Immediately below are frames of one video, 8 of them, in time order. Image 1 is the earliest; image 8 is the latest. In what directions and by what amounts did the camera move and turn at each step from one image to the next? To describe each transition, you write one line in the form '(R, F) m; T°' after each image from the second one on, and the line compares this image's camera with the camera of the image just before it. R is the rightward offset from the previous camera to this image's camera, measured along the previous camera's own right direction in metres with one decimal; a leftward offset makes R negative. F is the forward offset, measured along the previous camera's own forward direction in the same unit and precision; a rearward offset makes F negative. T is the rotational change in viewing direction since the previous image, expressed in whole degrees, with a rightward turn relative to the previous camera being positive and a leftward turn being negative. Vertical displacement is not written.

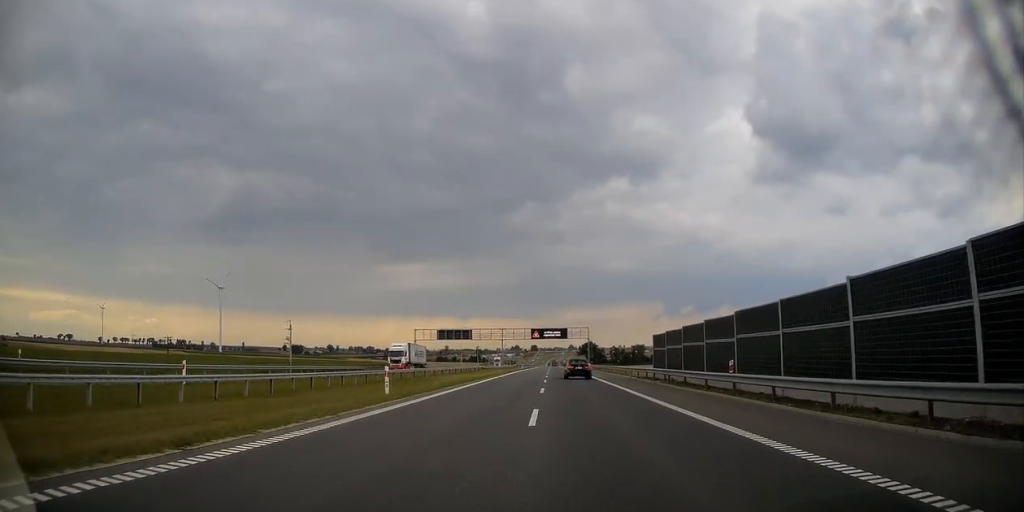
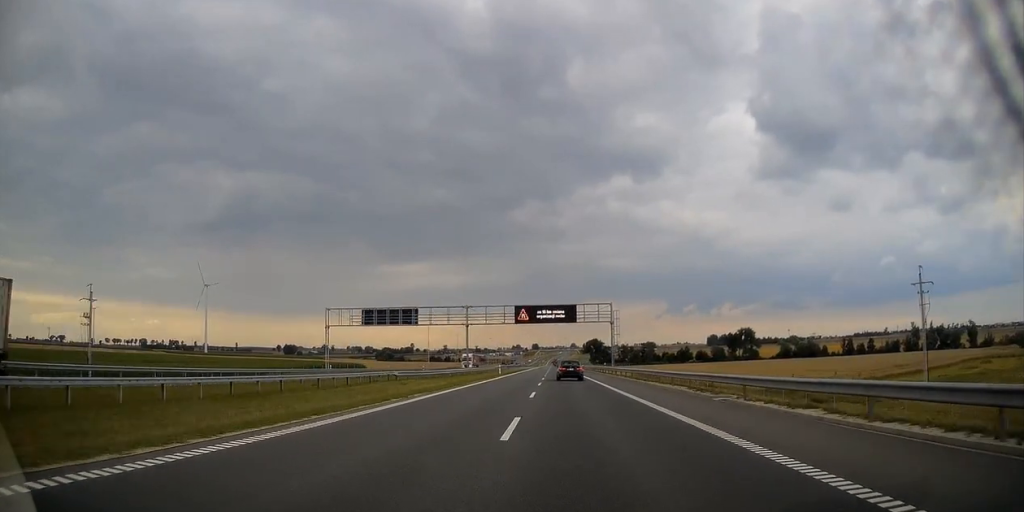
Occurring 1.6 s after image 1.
(-0.3, +50.5) m; 0°
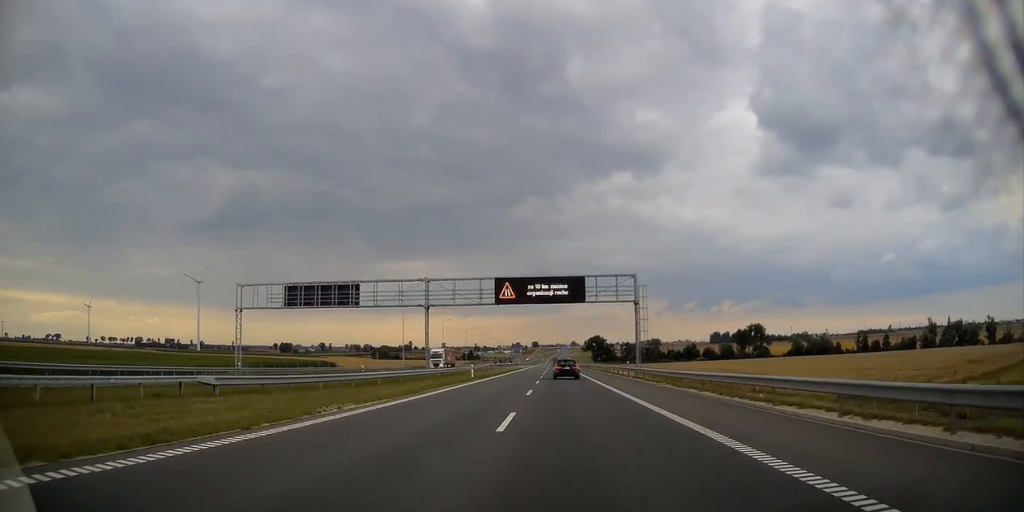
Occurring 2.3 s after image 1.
(0.0, +23.0) m; 0°
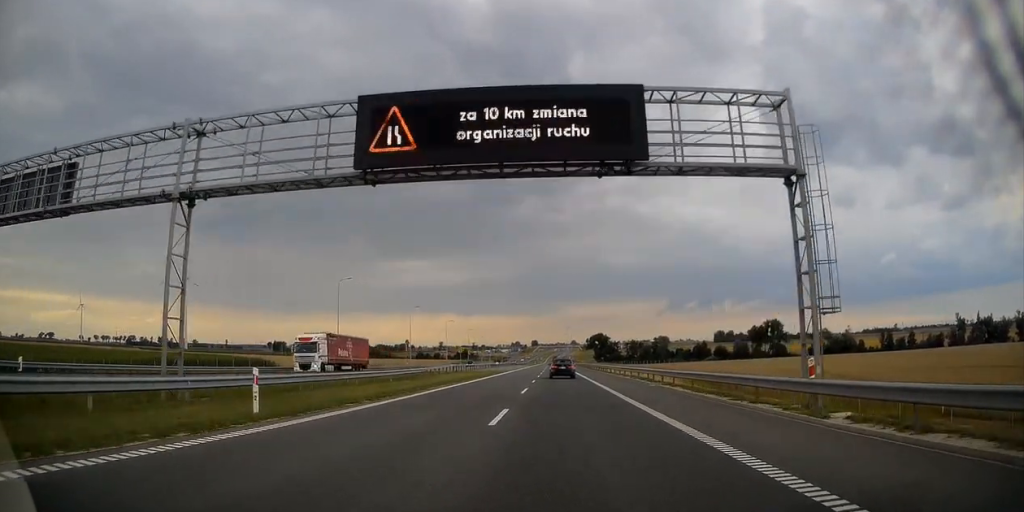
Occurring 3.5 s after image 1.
(0.0, +35.3) m; 0°
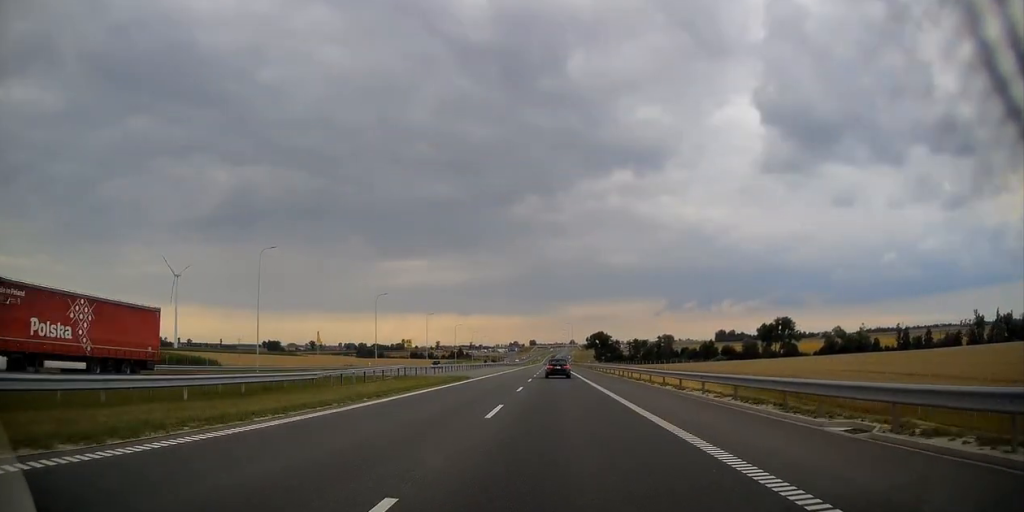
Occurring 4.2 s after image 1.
(-0.1, +22.7) m; 0°
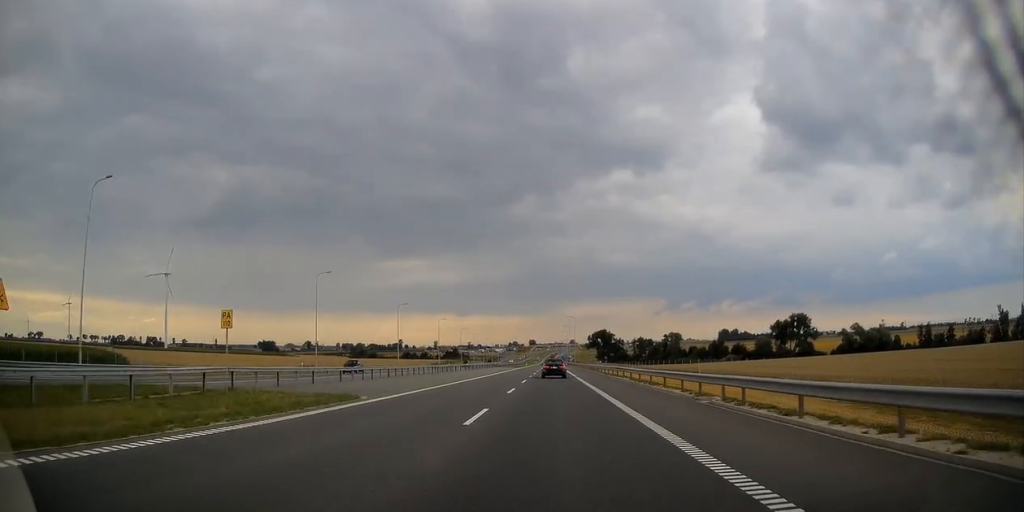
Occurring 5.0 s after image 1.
(0.0, +24.6) m; 0°
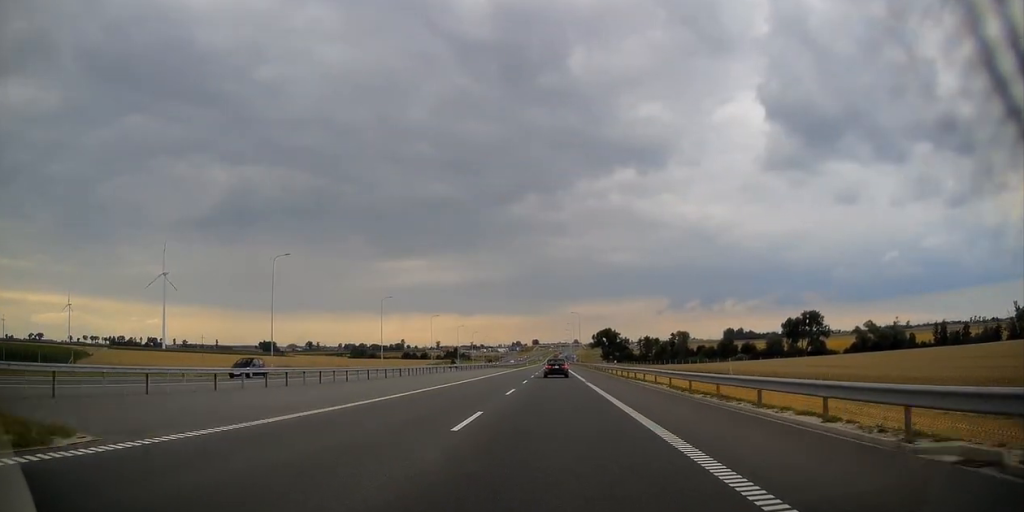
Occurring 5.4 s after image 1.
(0.0, +13.3) m; 0°
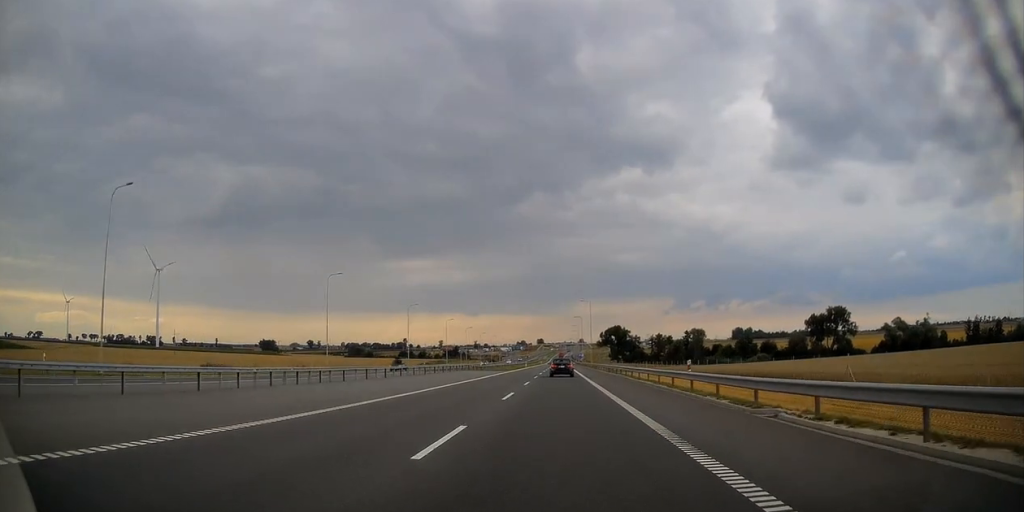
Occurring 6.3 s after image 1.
(0.0, +27.5) m; 0°
